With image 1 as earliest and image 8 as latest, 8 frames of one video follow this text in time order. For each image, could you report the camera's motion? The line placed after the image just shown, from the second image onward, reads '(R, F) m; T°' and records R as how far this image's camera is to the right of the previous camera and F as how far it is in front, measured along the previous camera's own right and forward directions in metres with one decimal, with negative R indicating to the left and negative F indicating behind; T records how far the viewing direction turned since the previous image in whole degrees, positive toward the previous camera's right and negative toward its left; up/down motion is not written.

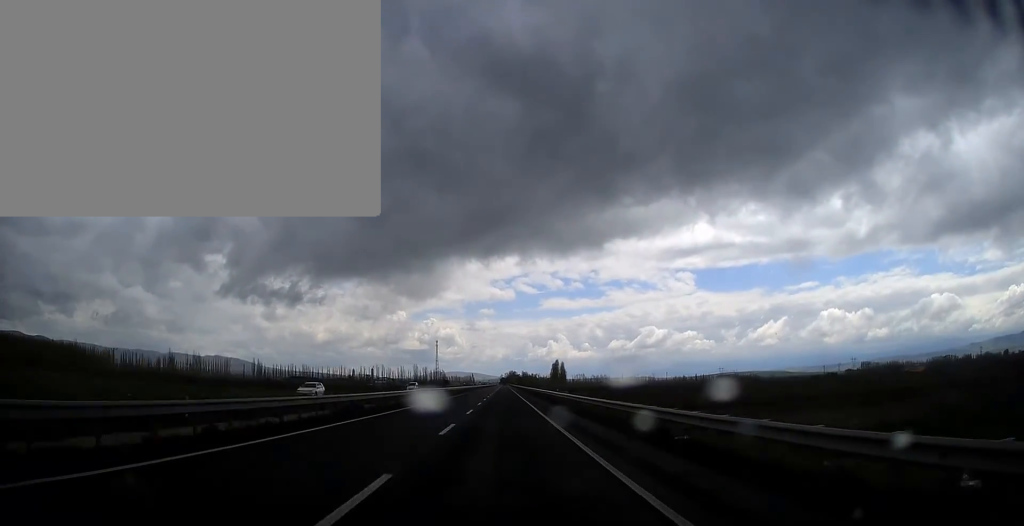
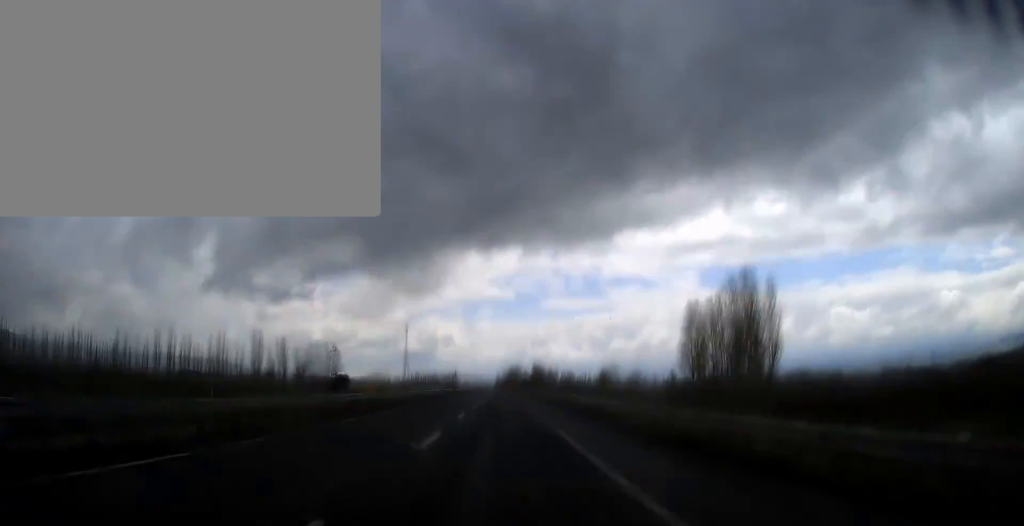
(-0.2, +245.2) m; 0°
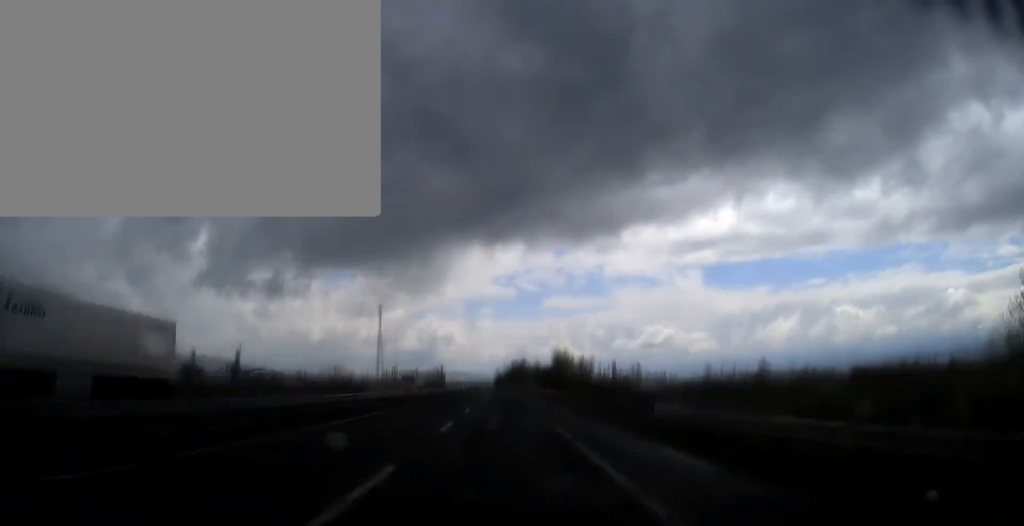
(-0.2, +128.4) m; 0°
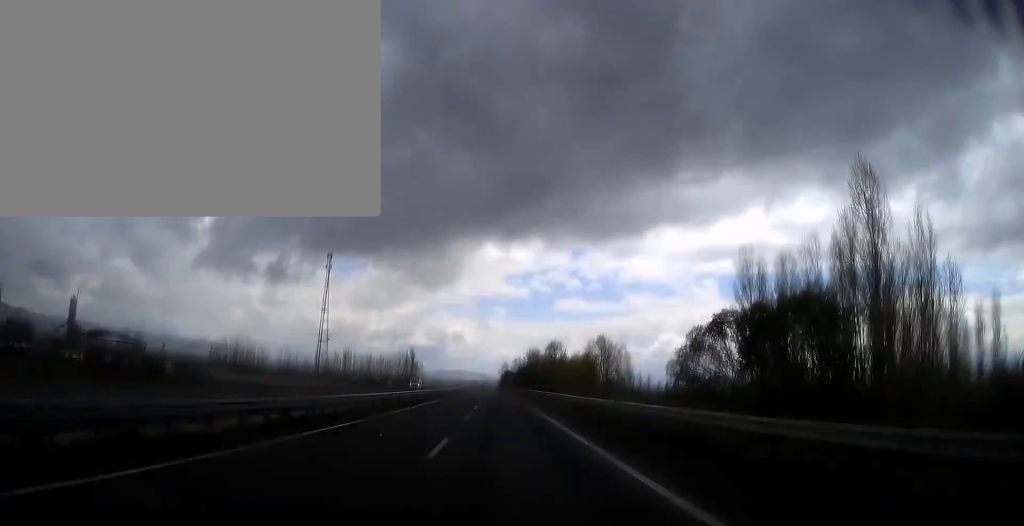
(-1.0, +163.4) m; -1°
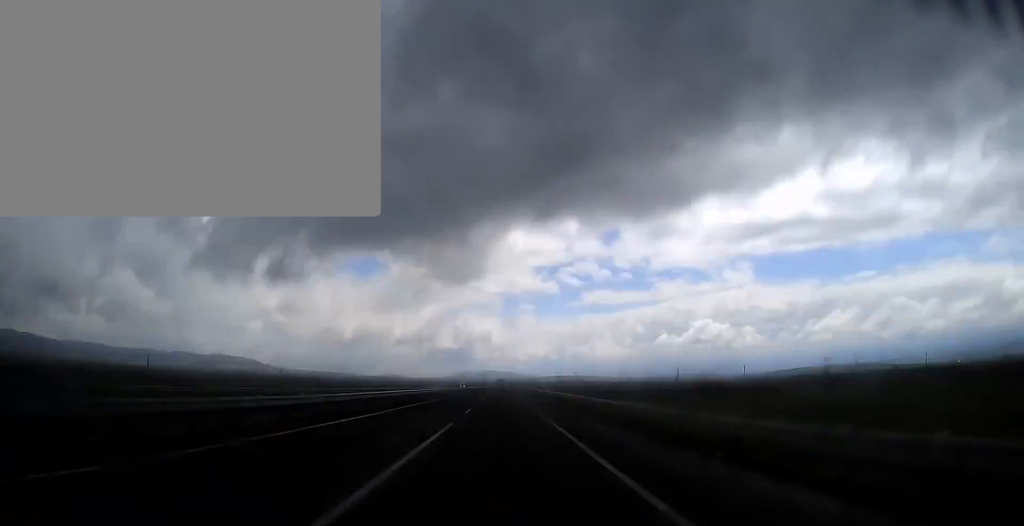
(-8.4, +385.4) m; -2°
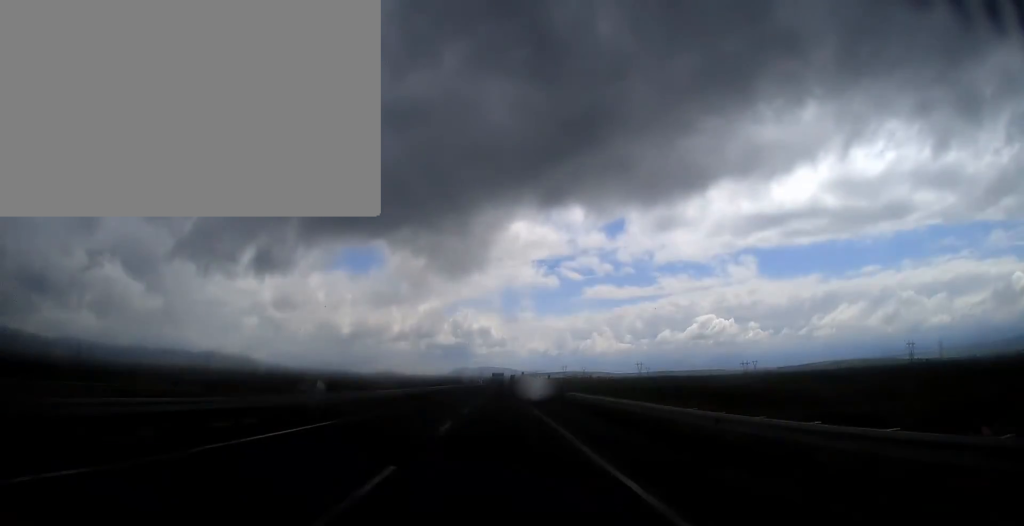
(-0.2, +192.8) m; 0°
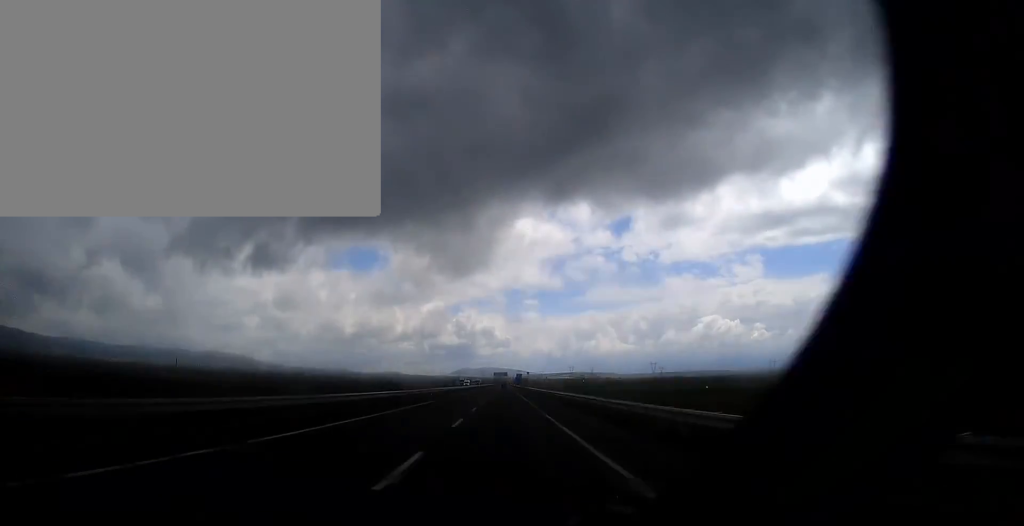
(0.0, +81.8) m; 0°
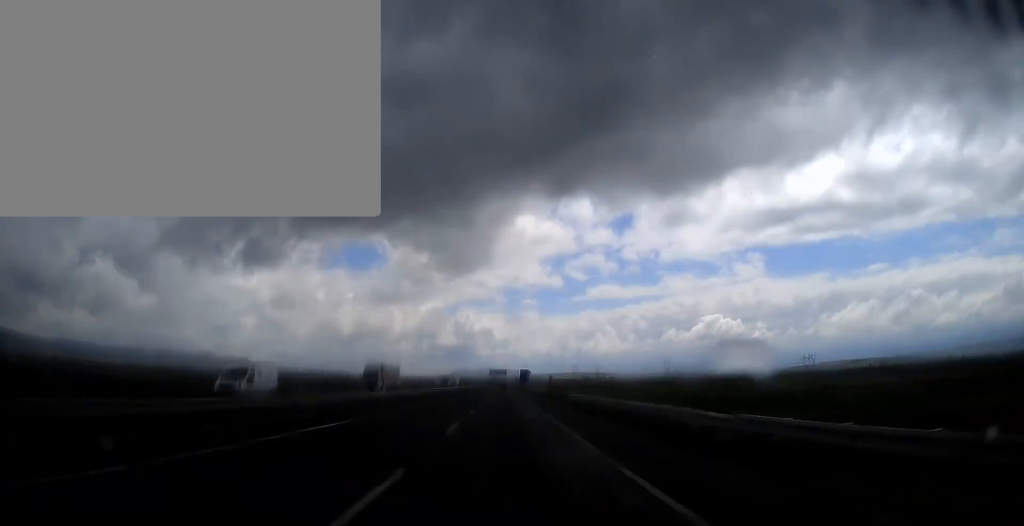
(-0.1, +99.3) m; 0°
